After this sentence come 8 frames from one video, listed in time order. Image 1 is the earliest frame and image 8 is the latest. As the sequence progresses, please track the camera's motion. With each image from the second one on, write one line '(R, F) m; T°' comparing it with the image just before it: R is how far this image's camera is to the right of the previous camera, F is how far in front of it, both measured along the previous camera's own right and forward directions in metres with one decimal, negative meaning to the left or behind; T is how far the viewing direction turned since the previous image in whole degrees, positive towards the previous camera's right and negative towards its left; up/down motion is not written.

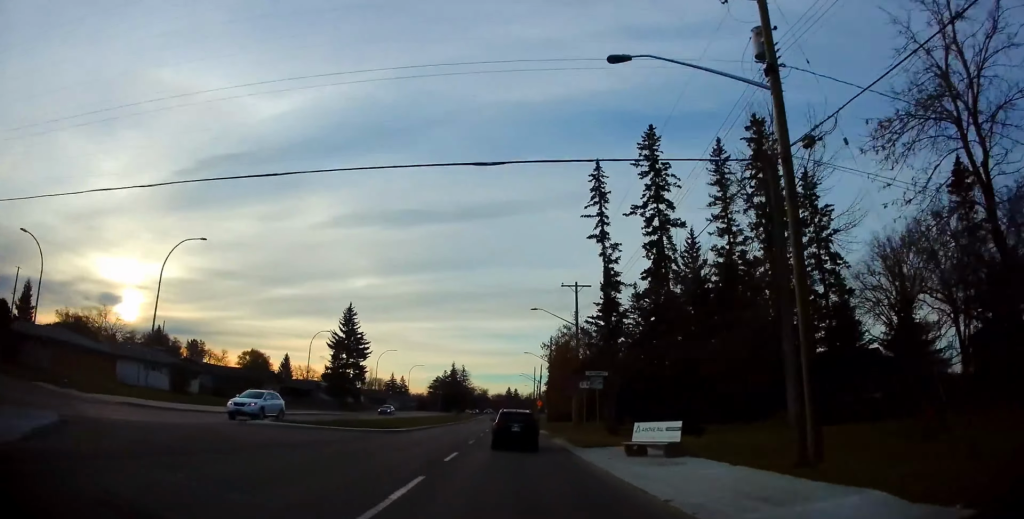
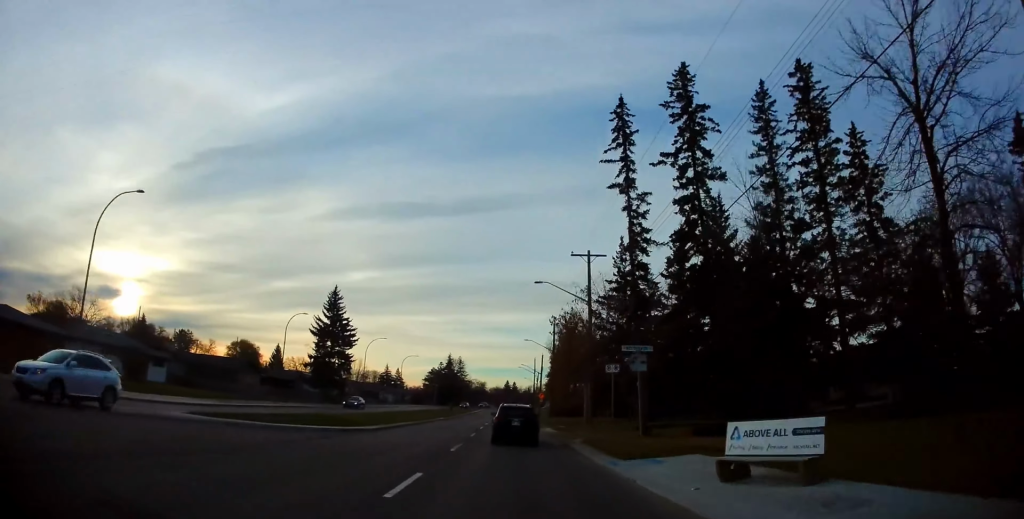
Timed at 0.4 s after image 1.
(+0.1, +7.5) m; -1°
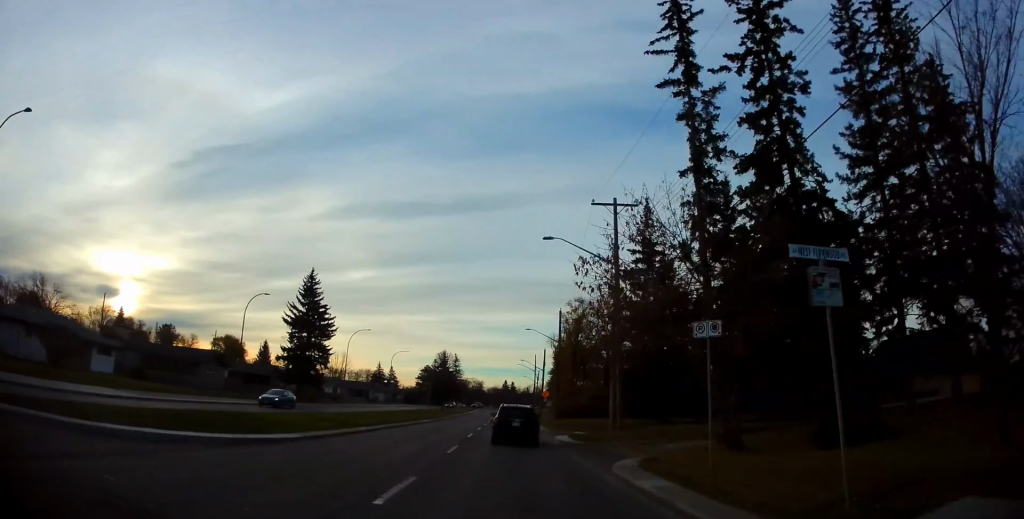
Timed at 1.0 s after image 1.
(-0.1, +9.8) m; 0°
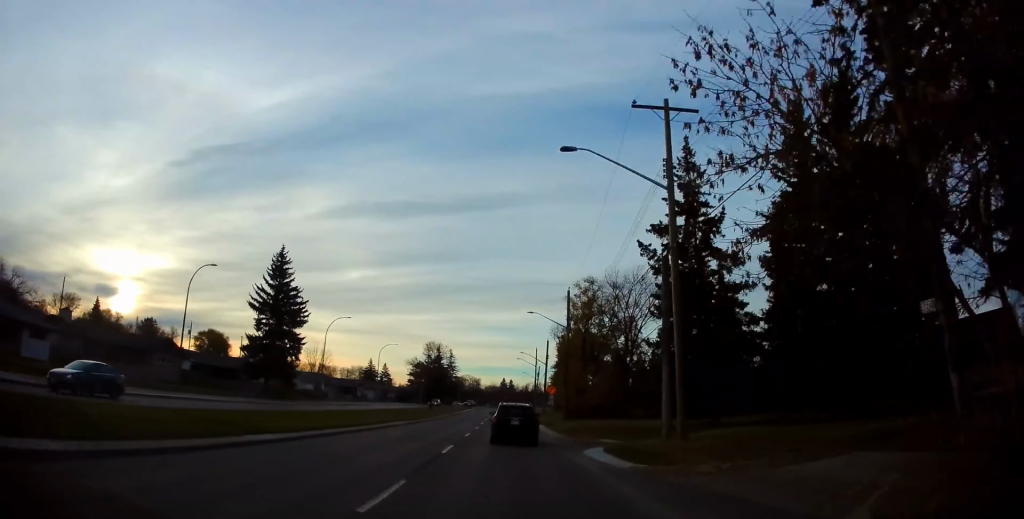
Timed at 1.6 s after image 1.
(-0.2, +9.8) m; +1°
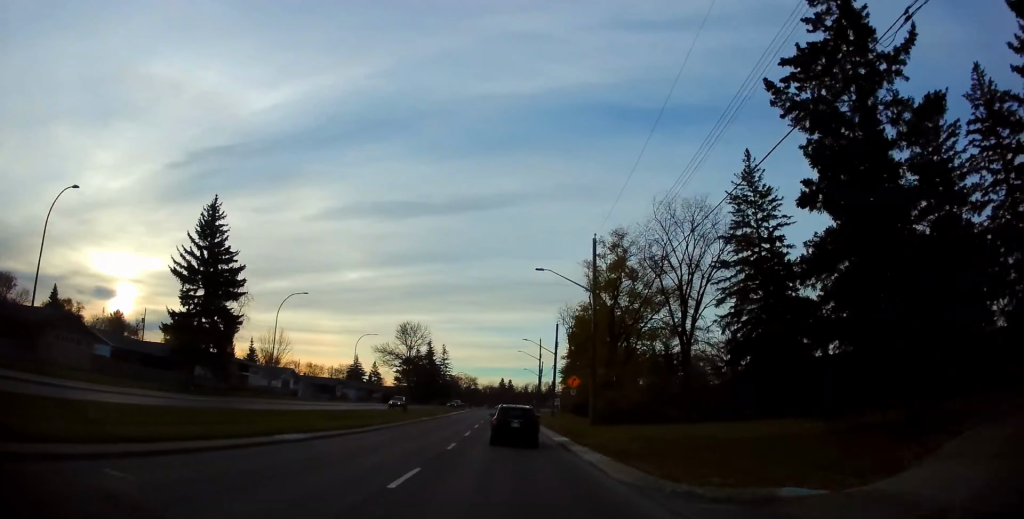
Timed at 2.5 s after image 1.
(+0.6, +16.0) m; +1°
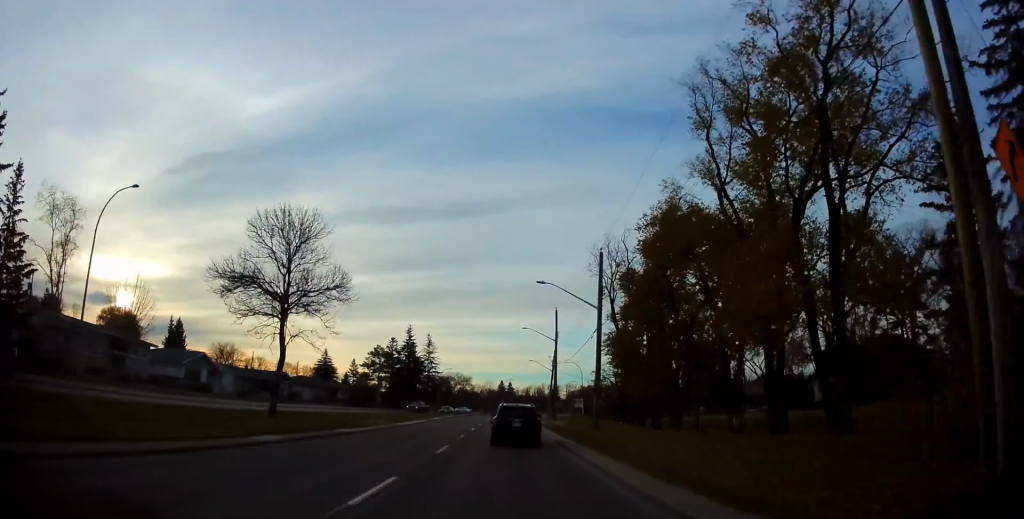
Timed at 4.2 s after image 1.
(-0.1, +29.1) m; 0°
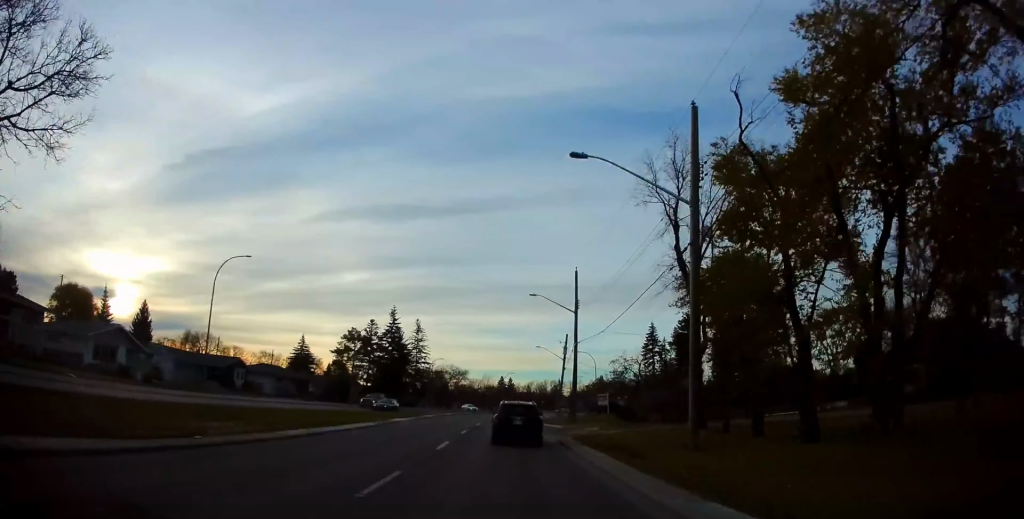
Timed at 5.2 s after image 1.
(-0.2, +16.5) m; -1°
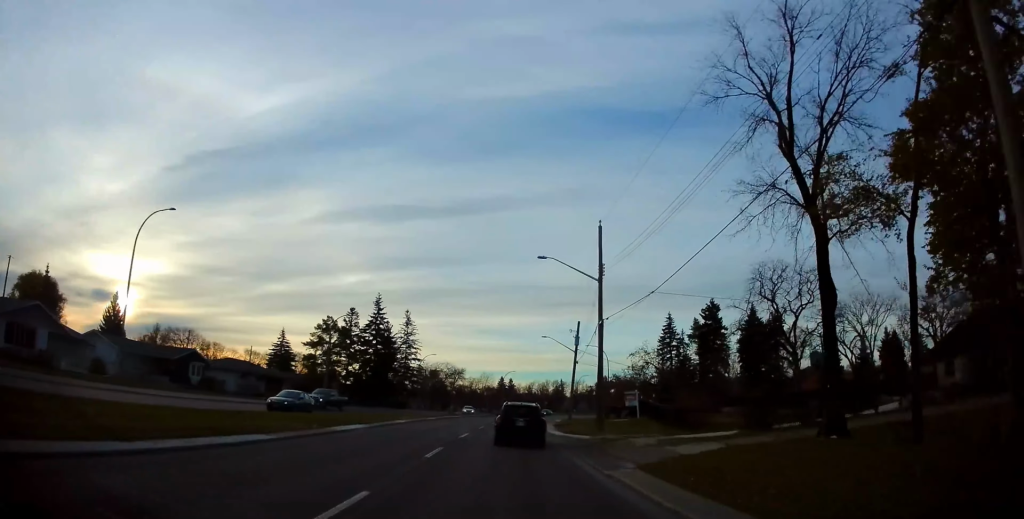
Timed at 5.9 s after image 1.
(-0.1, +11.4) m; 0°
